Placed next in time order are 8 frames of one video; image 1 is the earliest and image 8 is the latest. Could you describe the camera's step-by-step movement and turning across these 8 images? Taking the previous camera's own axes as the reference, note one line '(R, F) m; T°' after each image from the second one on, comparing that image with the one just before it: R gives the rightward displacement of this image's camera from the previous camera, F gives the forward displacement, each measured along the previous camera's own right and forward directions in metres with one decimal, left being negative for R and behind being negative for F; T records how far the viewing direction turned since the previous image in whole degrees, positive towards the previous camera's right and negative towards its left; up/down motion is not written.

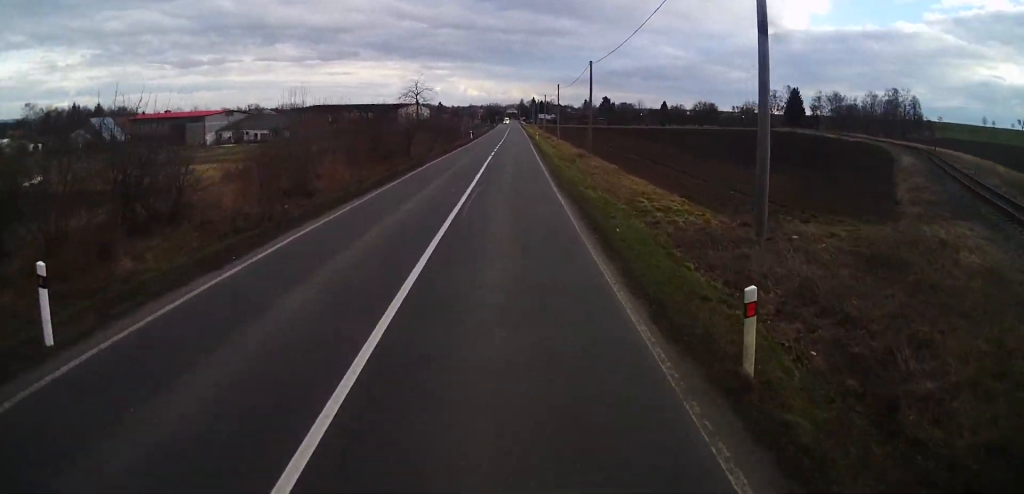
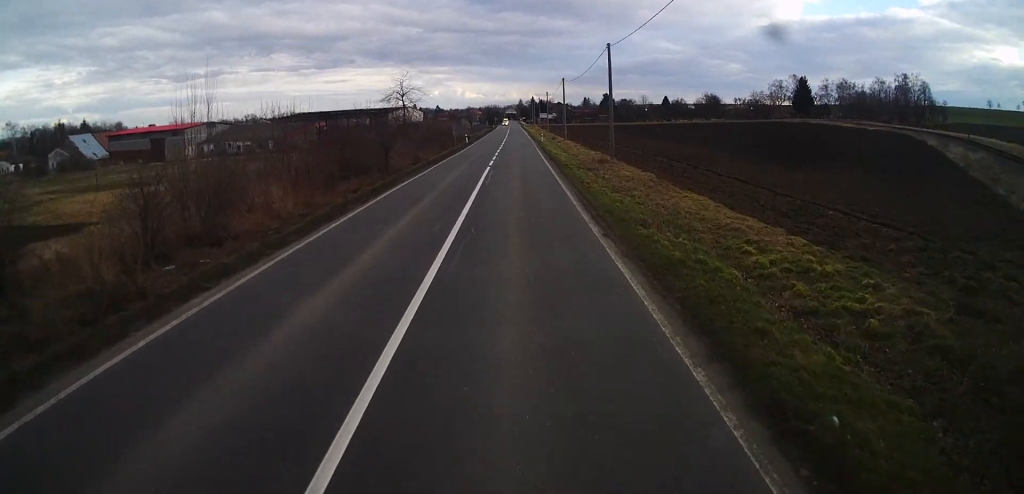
(-0.1, +9.5) m; -1°
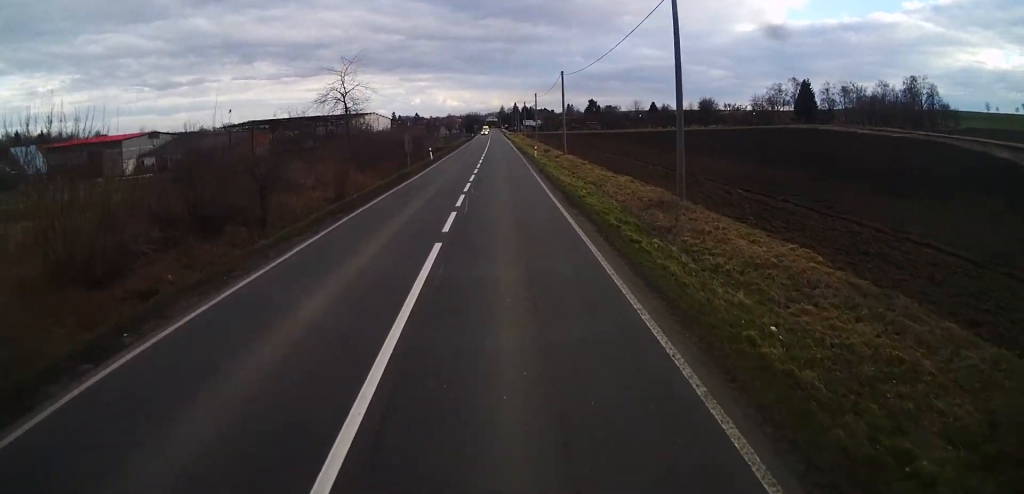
(0.0, +17.6) m; +1°
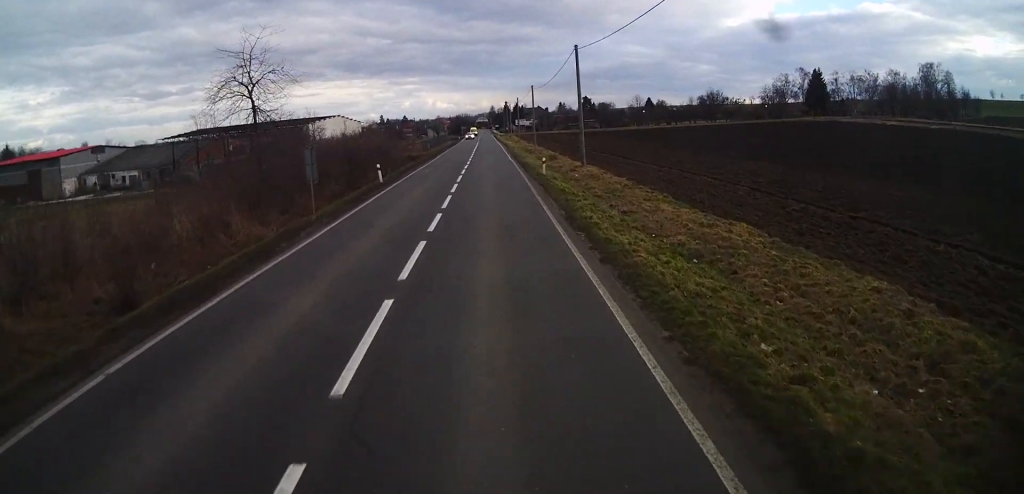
(+0.2, +17.1) m; +1°
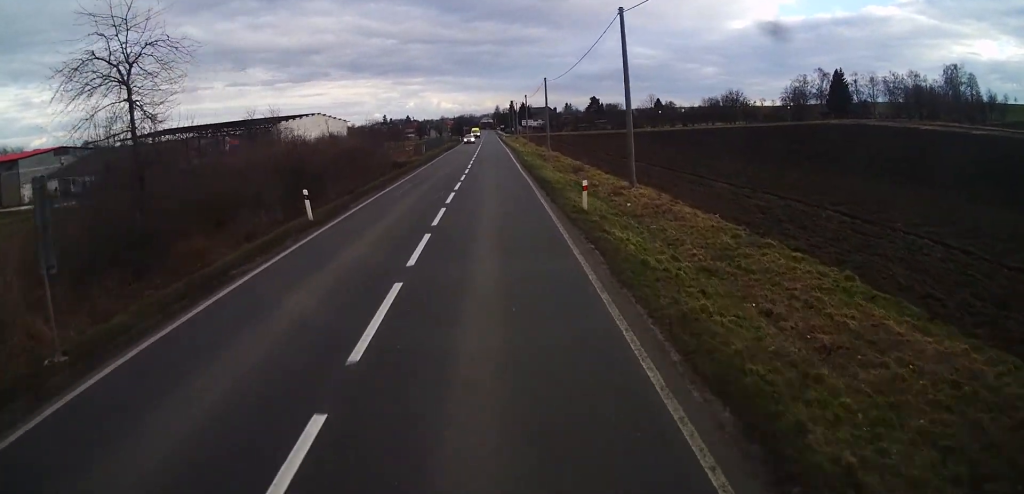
(0.0, +12.6) m; +1°
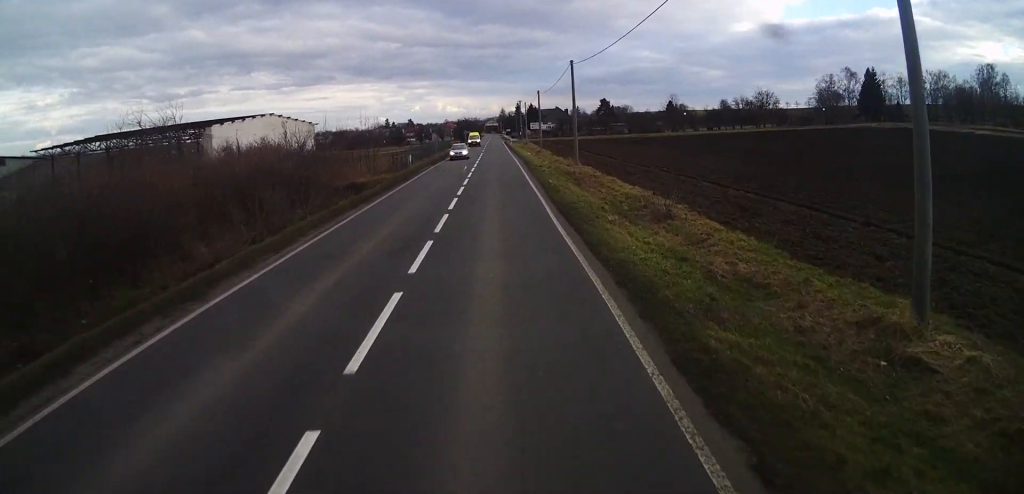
(+0.2, +18.1) m; +1°
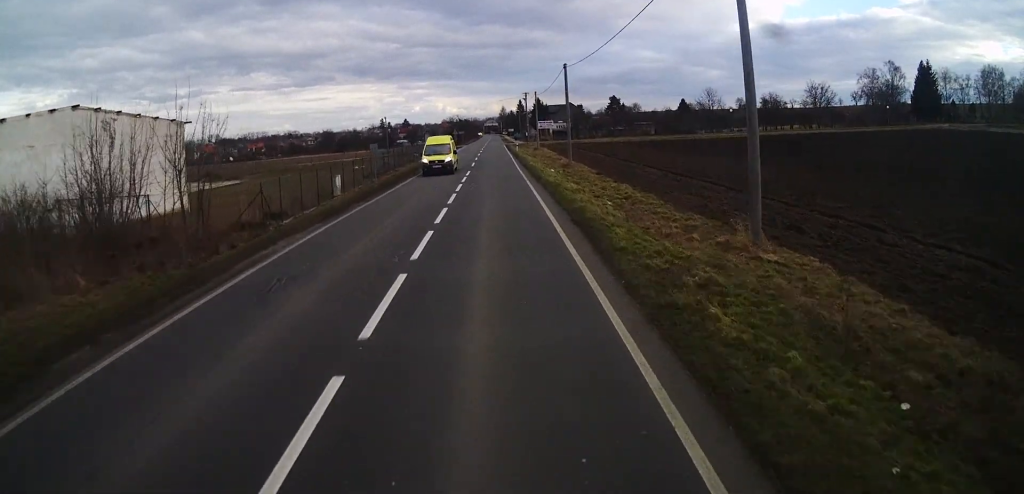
(-0.3, +29.7) m; -1°
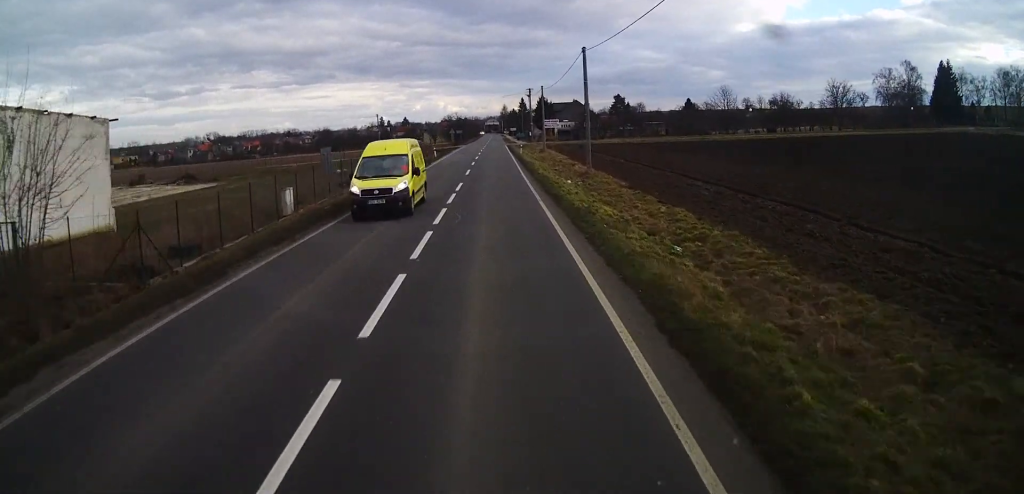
(+0.2, +8.9) m; 0°
